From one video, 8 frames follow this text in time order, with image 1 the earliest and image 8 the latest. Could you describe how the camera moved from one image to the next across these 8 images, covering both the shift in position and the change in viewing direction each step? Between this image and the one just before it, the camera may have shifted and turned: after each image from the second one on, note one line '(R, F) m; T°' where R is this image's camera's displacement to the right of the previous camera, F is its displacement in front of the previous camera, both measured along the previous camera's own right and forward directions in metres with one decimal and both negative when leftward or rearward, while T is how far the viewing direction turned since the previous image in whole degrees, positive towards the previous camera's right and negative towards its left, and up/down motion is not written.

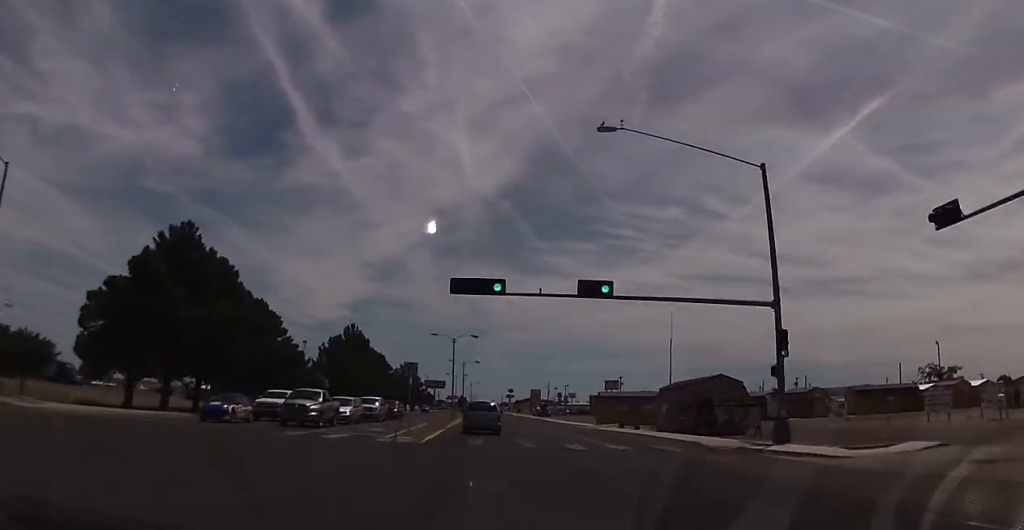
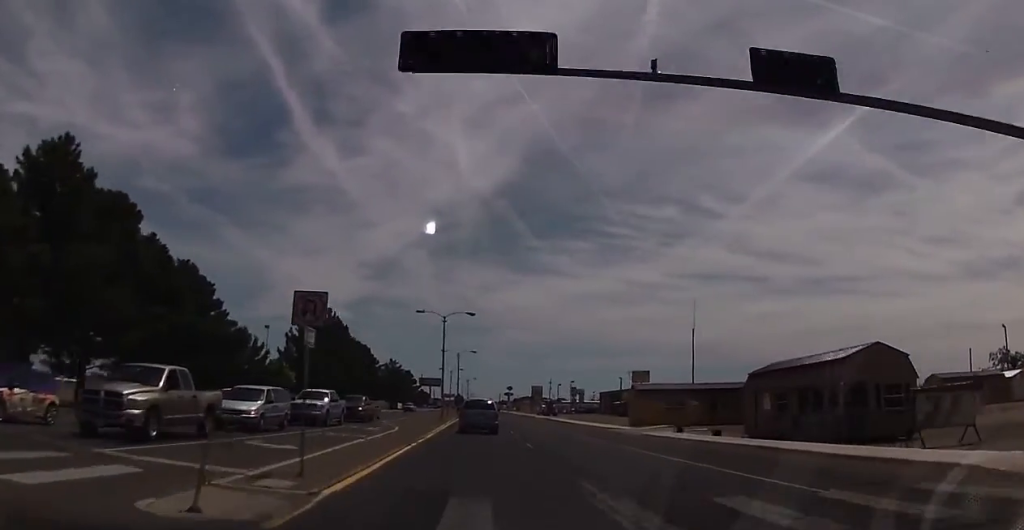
(-0.4, +17.3) m; -1°
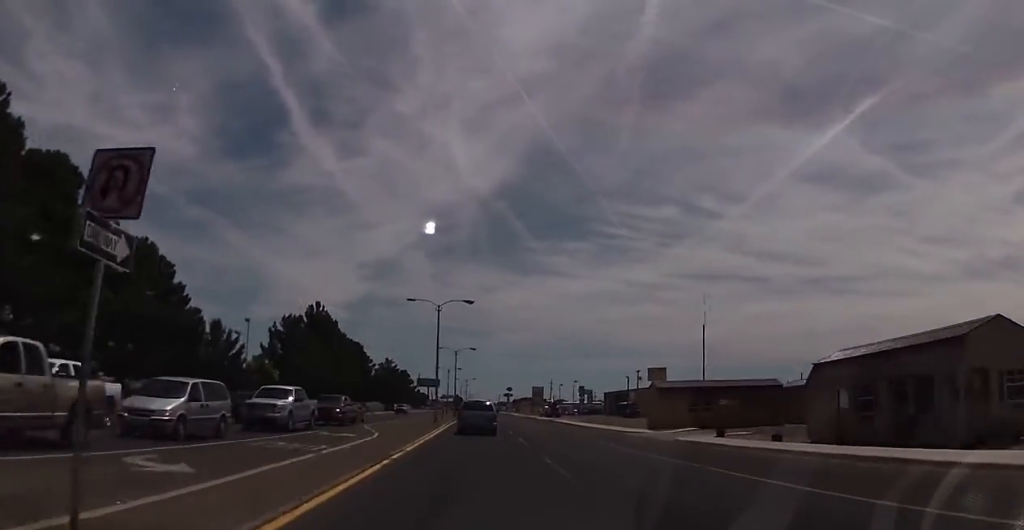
(-0.2, +6.9) m; 0°
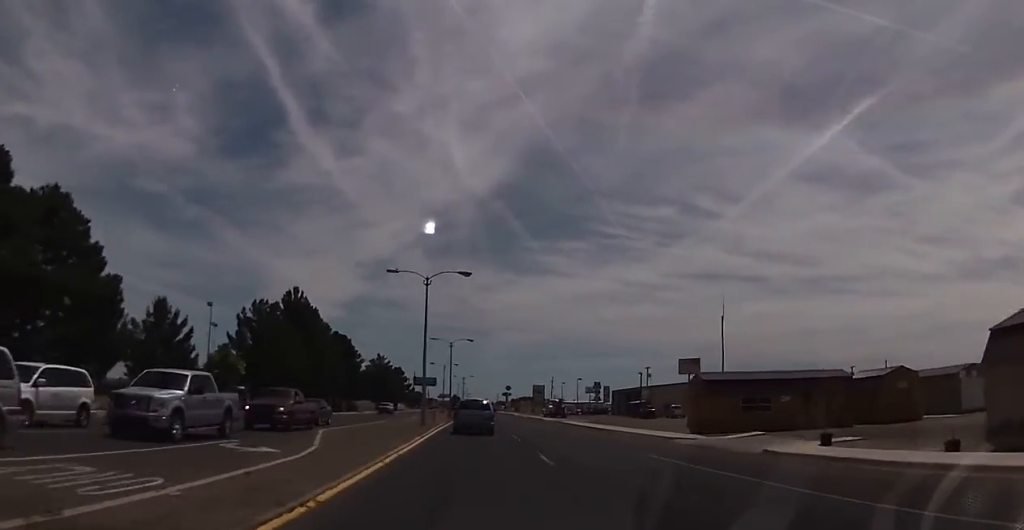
(+0.3, +10.7) m; +1°
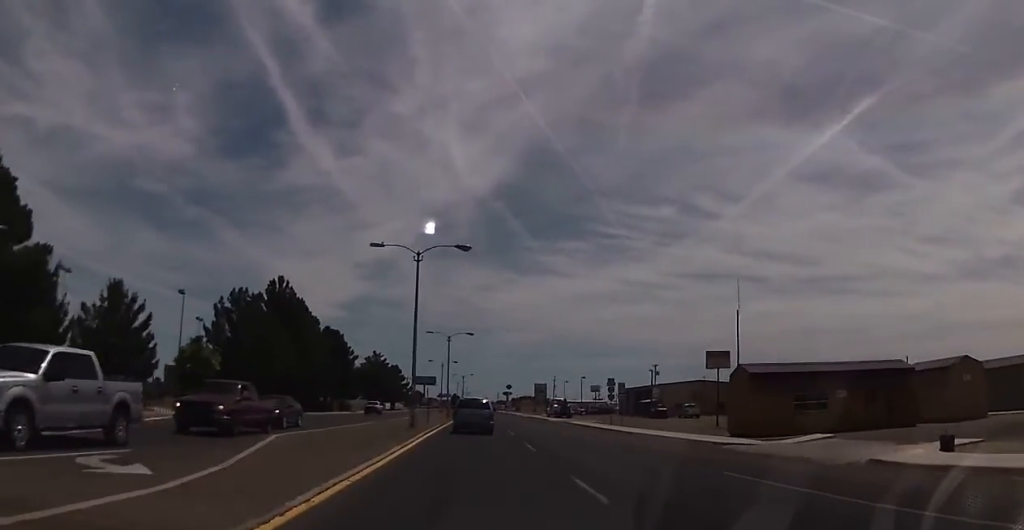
(+0.1, +6.7) m; +1°
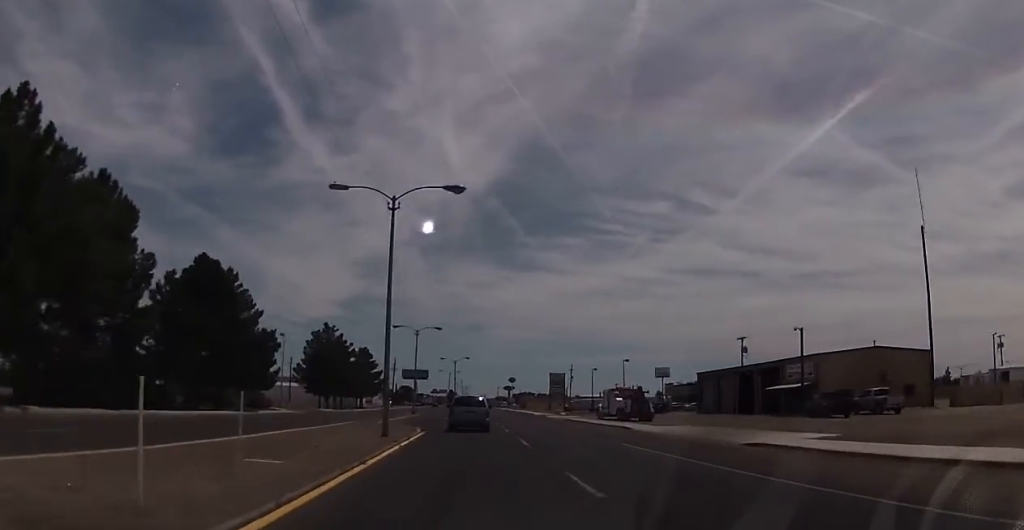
(0.0, +49.0) m; 0°
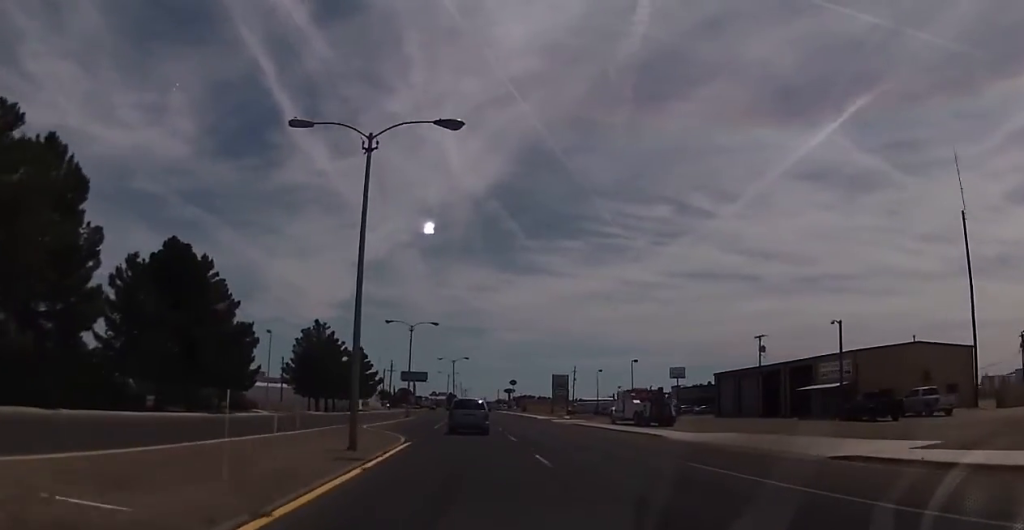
(0.0, +6.3) m; 0°
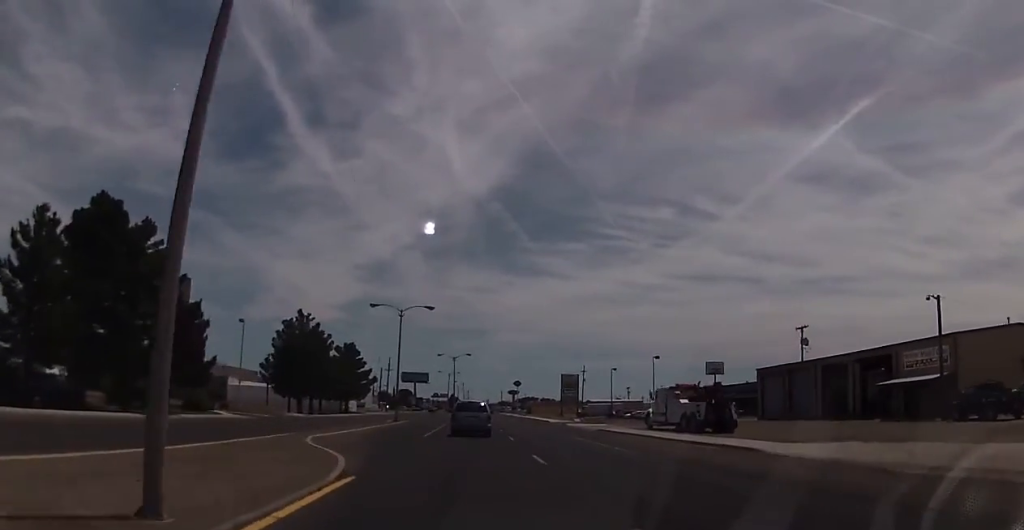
(0.0, +11.6) m; 0°
